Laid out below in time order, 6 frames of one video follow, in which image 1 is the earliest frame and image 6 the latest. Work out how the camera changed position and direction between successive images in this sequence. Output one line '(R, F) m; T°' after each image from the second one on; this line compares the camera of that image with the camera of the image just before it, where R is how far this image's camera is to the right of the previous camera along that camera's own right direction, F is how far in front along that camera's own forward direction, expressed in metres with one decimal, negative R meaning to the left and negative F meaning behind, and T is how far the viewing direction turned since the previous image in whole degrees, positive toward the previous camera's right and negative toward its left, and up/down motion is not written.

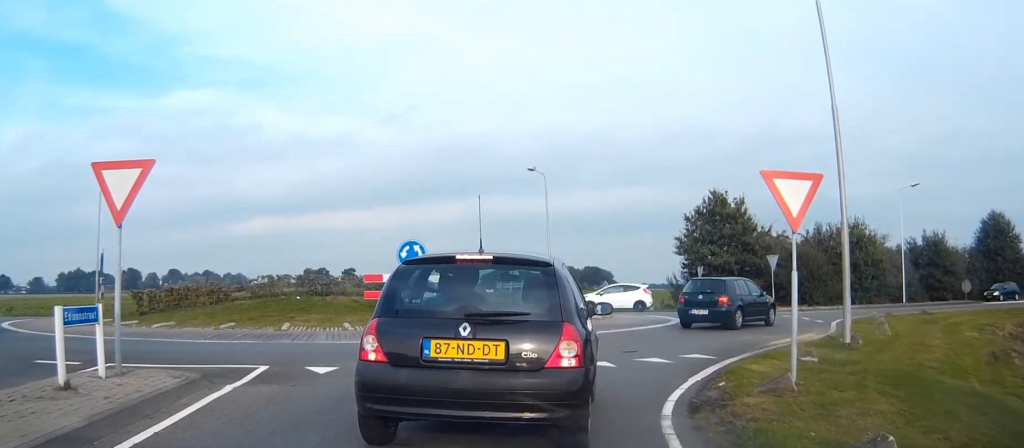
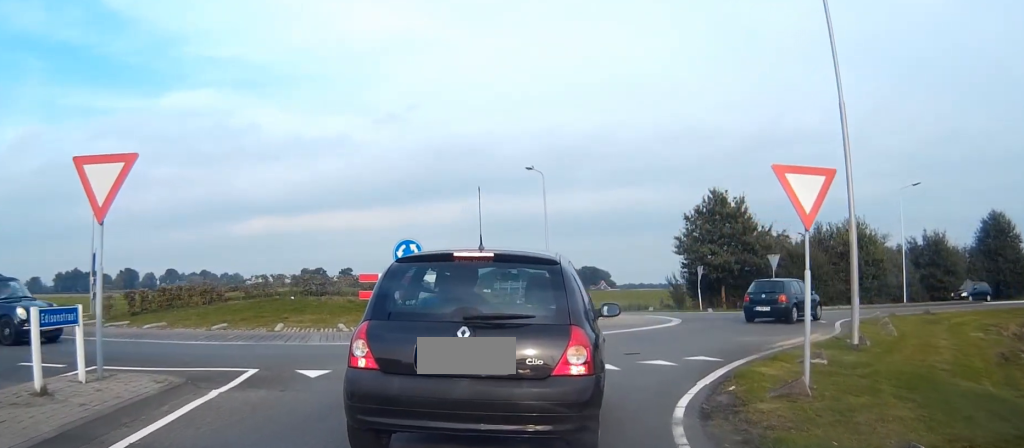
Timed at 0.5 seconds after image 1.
(0.0, +0.3) m; 0°
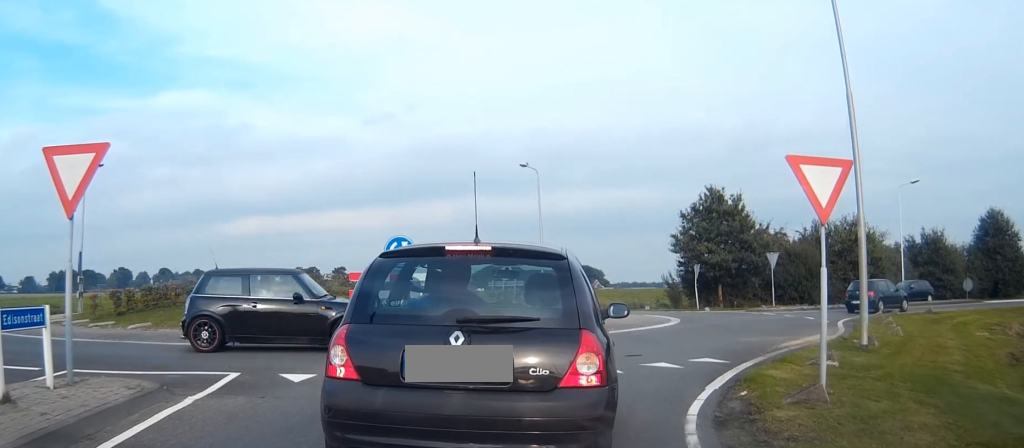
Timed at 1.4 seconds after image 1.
(+0.2, +0.4) m; 0°
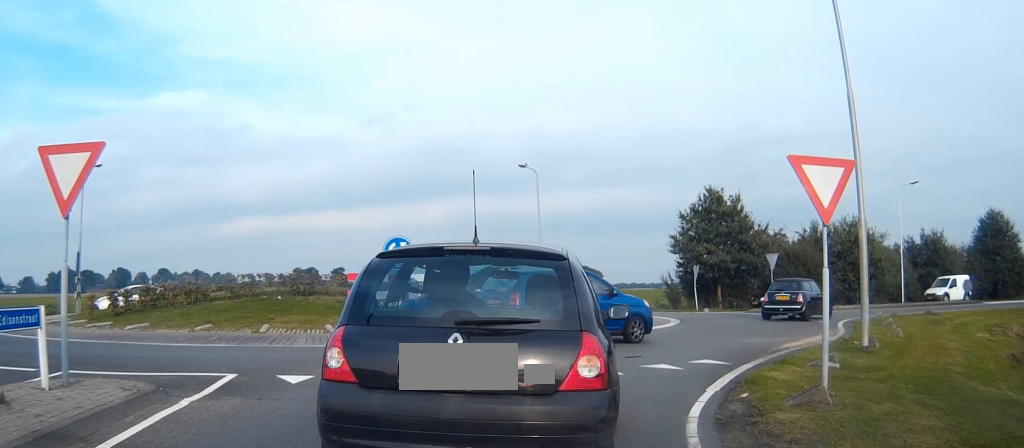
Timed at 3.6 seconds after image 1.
(+0.3, +0.4) m; 0°
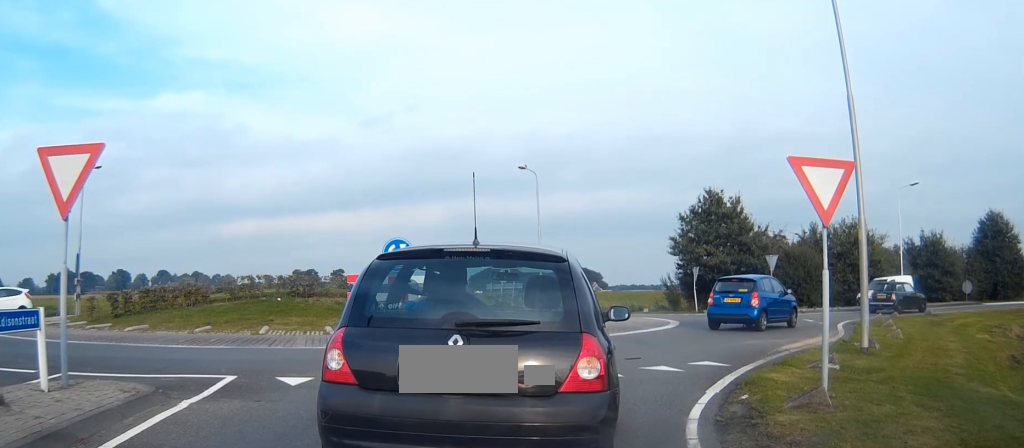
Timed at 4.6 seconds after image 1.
(0.0, 0.0) m; 0°
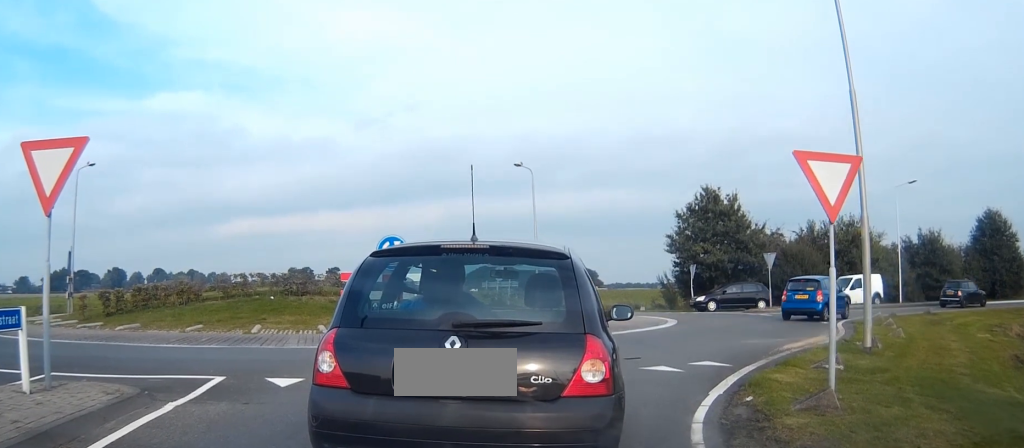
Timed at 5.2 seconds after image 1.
(+0.1, +0.2) m; 0°
